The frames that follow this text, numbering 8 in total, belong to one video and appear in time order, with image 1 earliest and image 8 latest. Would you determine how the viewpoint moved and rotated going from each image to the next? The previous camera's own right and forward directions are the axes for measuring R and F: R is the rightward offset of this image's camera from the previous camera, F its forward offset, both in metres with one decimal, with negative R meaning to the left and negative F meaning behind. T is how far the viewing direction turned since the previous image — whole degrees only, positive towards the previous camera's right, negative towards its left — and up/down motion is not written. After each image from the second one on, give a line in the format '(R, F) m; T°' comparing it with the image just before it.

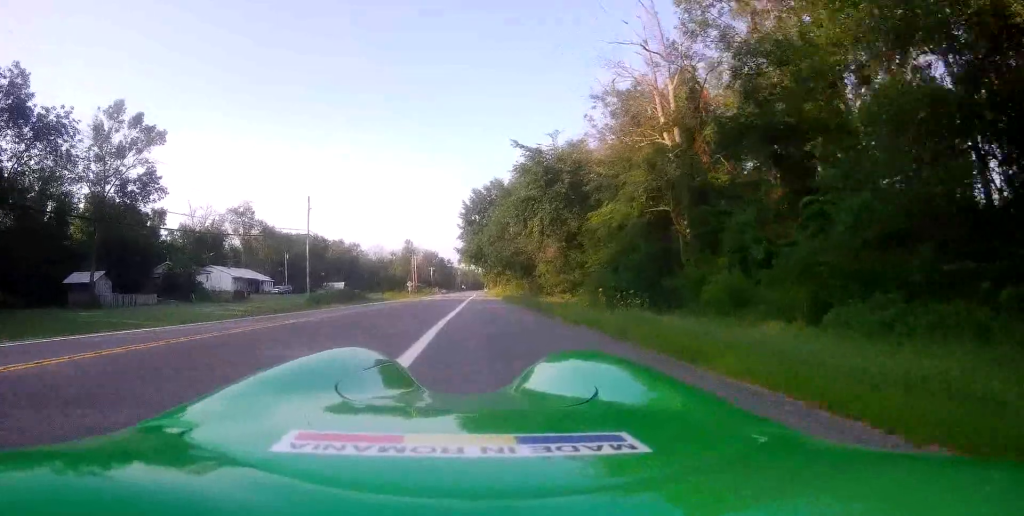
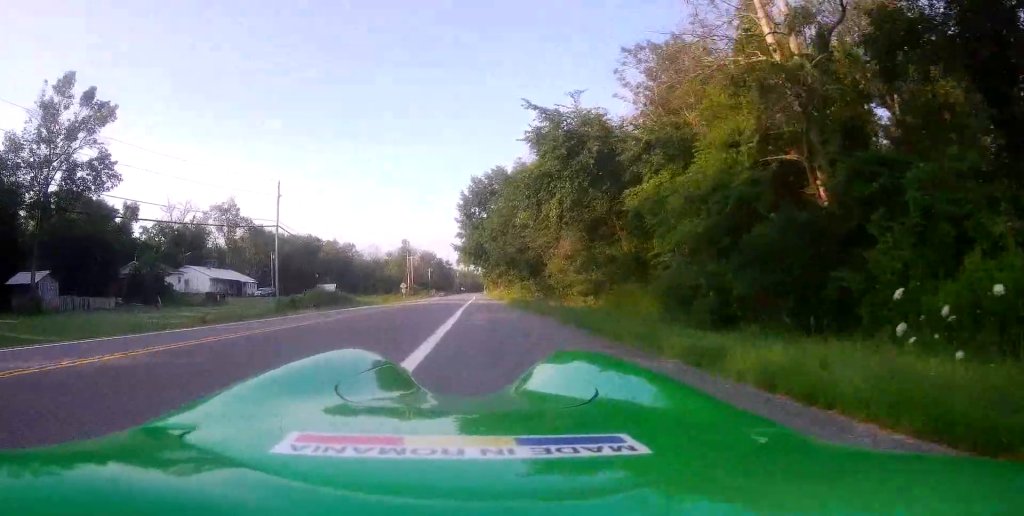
(0.0, +8.8) m; +1°
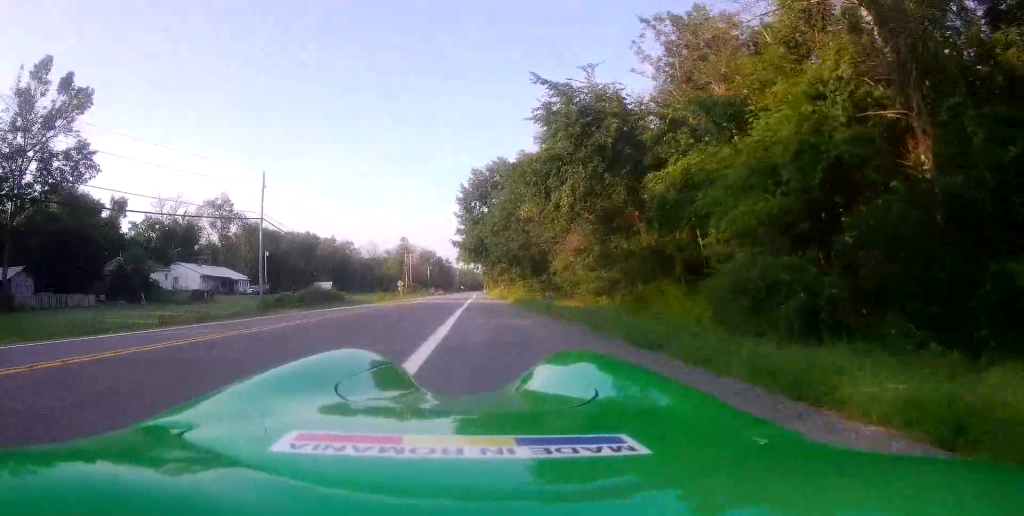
(+0.1, +3.8) m; 0°
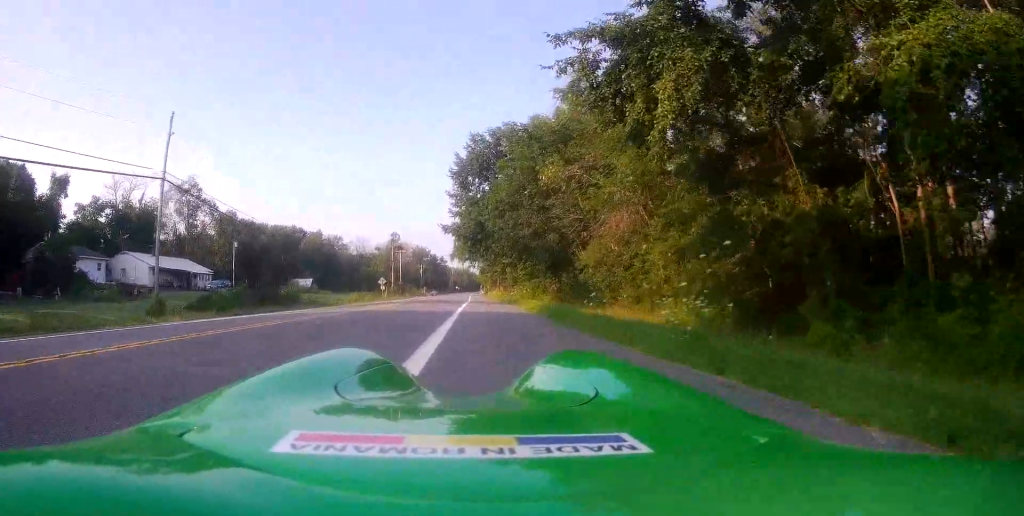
(0.0, +14.7) m; 0°
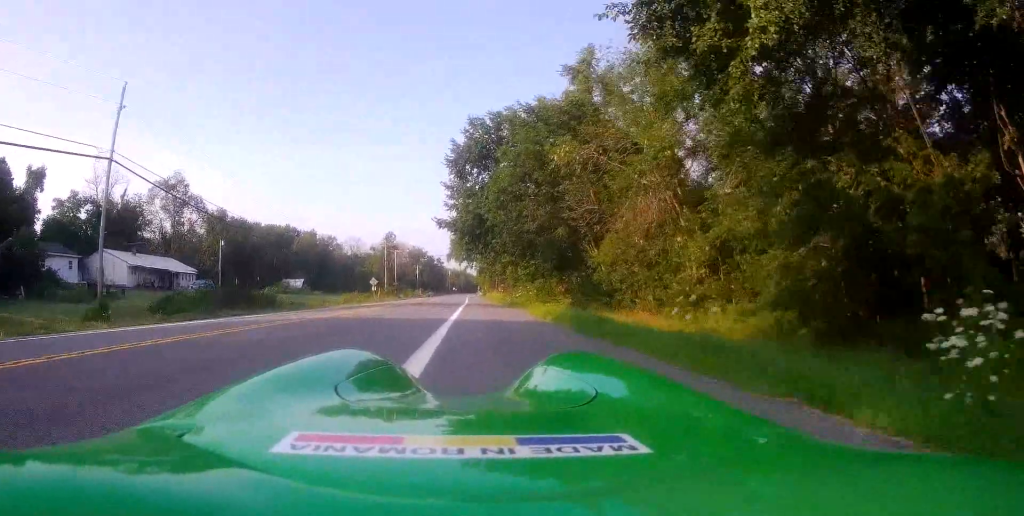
(+0.1, +5.0) m; -1°
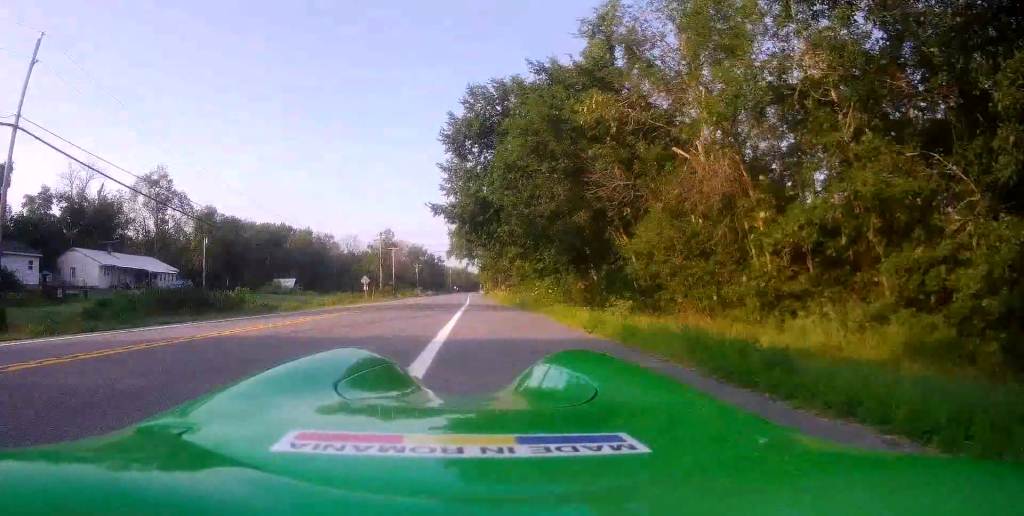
(-0.2, +7.0) m; -1°
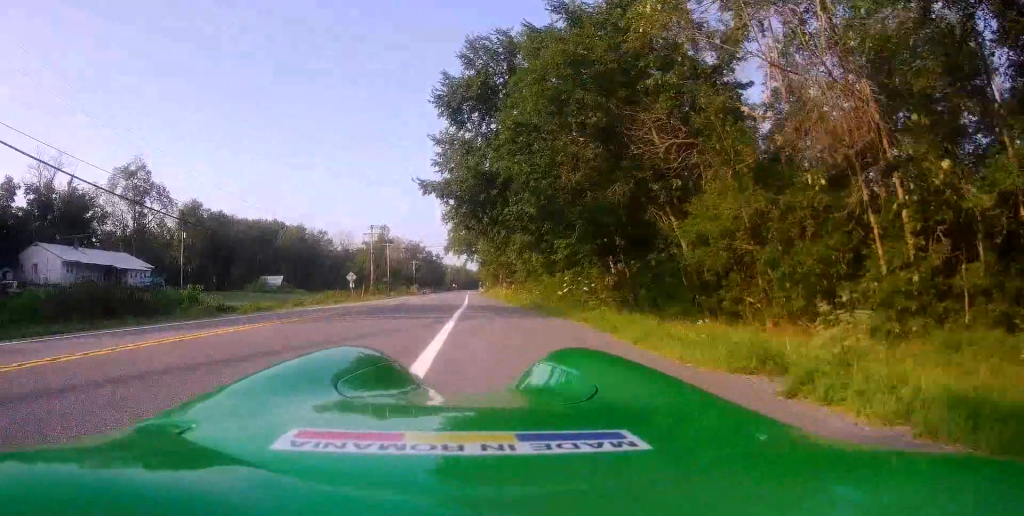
(0.0, +7.3) m; 0°
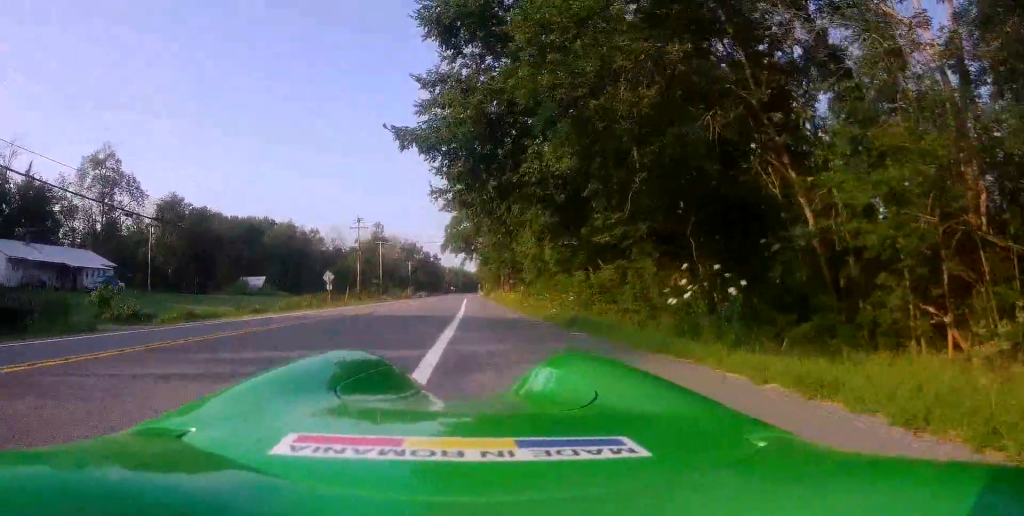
(+0.1, +9.1) m; +1°
